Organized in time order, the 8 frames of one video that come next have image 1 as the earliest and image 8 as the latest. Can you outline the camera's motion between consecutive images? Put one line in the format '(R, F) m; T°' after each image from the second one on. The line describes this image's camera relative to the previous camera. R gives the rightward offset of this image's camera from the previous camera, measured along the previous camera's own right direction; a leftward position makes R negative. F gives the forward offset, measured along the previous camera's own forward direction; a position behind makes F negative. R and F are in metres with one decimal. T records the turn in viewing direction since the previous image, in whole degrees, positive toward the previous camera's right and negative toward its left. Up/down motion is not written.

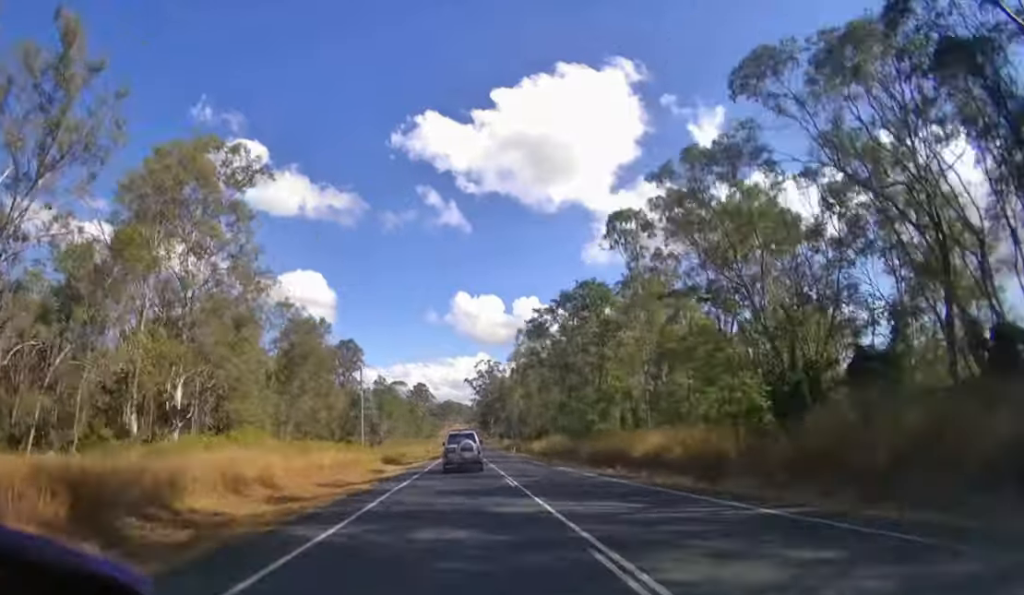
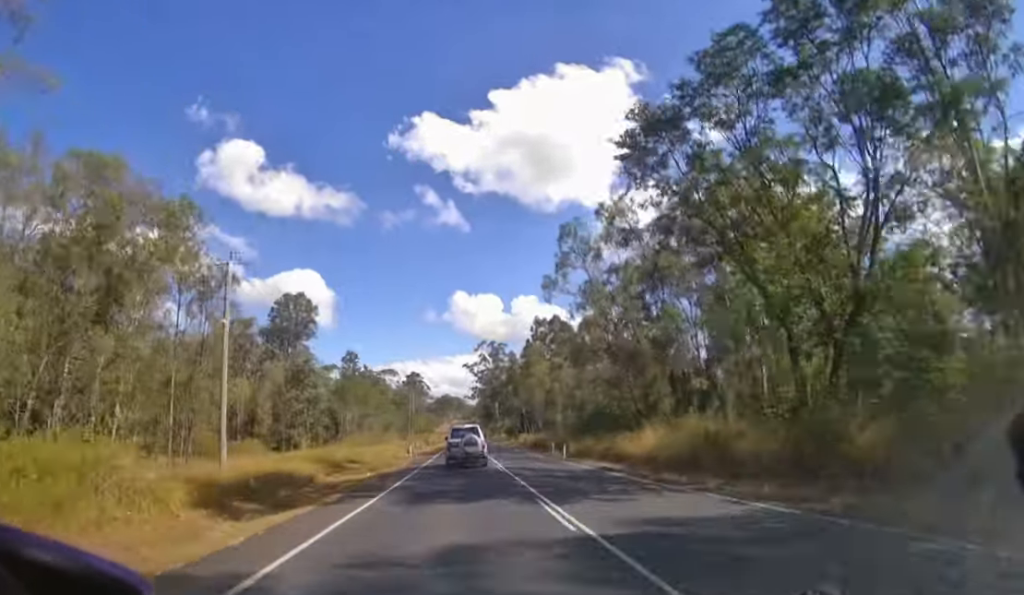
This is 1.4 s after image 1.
(0.0, +25.7) m; 0°
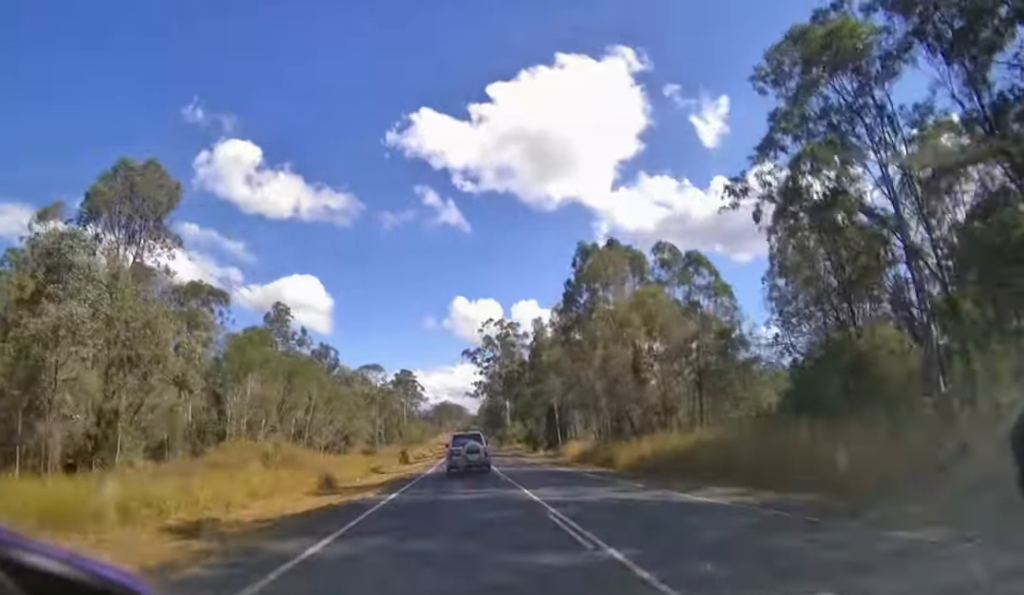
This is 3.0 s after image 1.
(0.0, +34.9) m; 0°
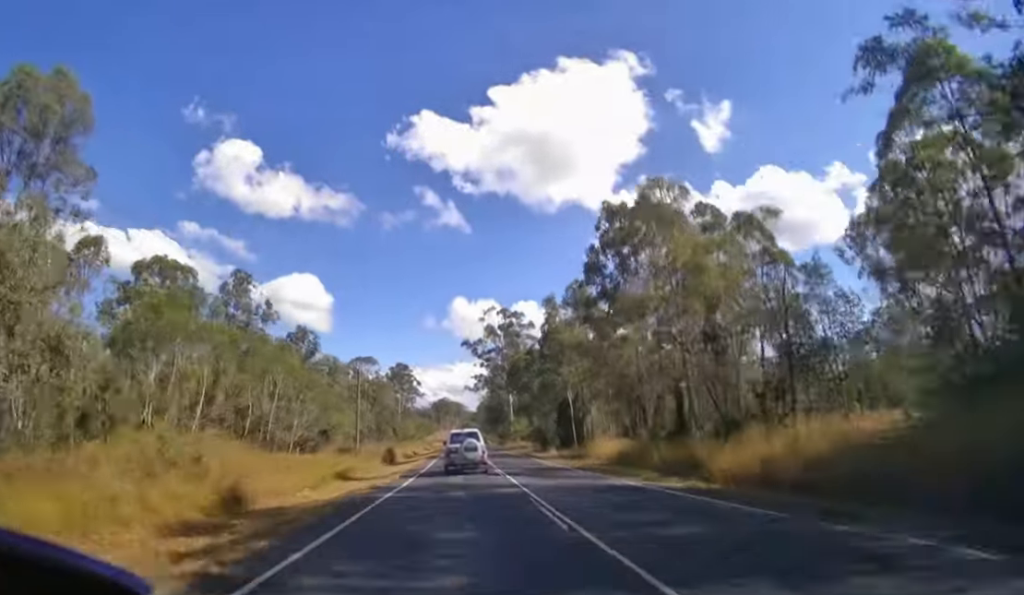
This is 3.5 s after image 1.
(0.0, +10.4) m; 0°
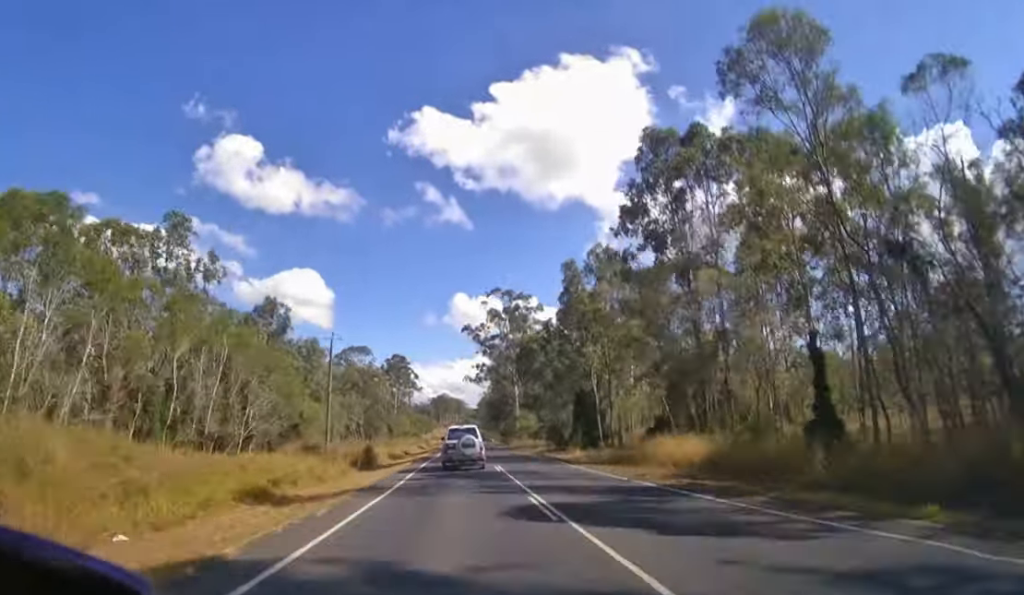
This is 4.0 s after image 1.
(0.0, +12.3) m; 0°
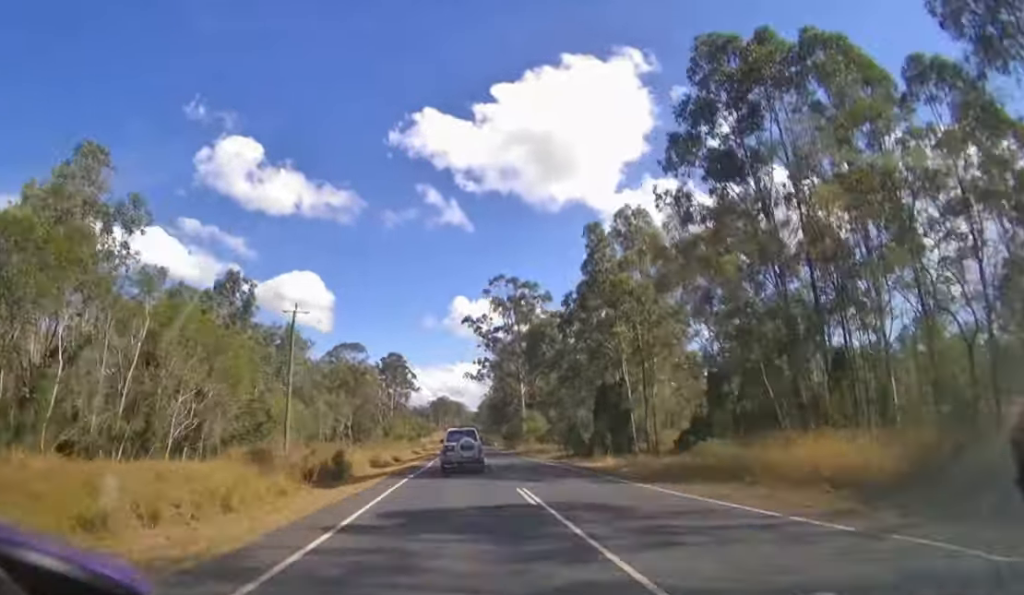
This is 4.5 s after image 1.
(0.0, +10.1) m; 0°
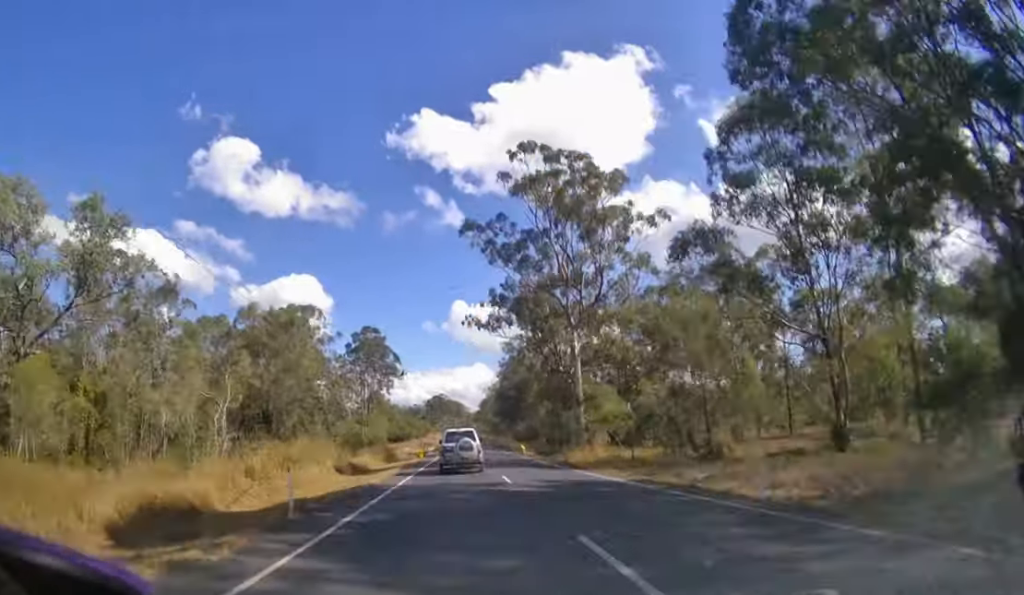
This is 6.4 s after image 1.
(+0.1, +48.4) m; 0°
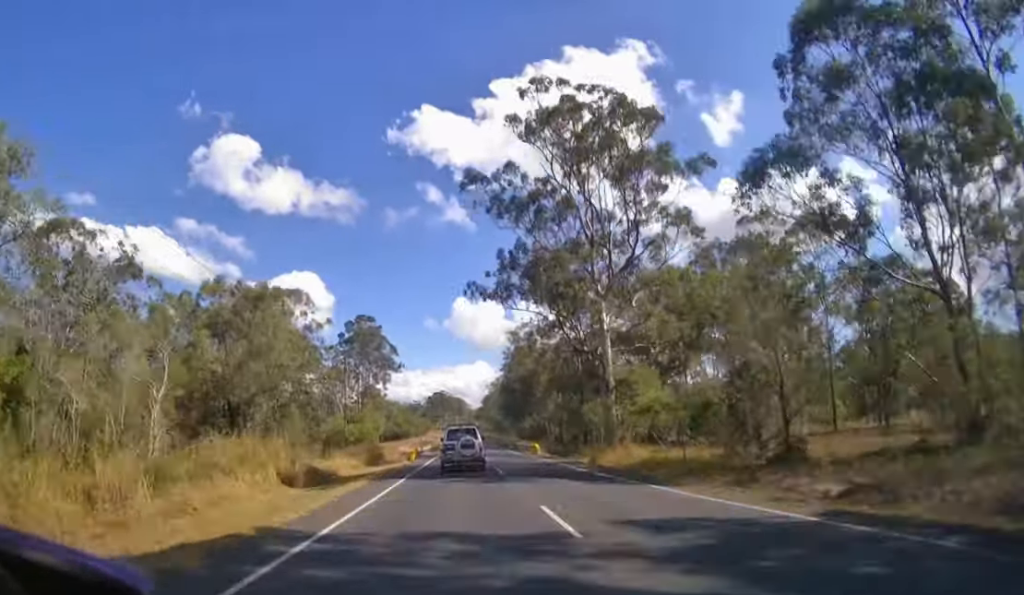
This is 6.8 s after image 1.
(0.0, +10.4) m; 0°
